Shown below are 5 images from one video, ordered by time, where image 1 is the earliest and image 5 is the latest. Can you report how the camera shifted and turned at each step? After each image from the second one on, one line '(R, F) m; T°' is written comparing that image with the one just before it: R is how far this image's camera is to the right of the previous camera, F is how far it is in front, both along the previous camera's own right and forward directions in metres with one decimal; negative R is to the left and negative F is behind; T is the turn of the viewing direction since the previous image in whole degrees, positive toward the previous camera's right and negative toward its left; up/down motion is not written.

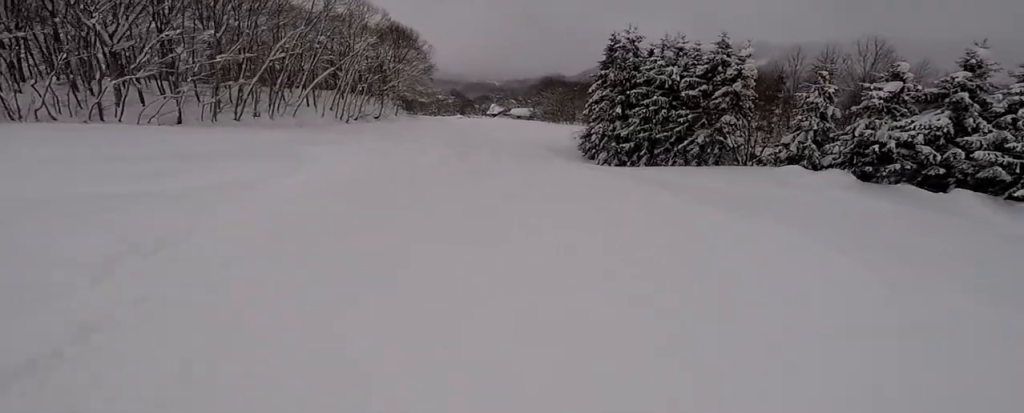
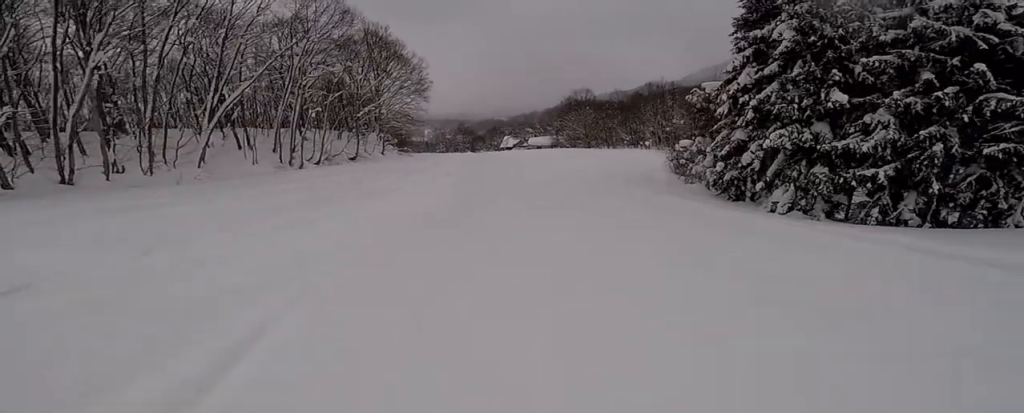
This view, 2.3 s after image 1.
(+1.6, +23.7) m; +7°
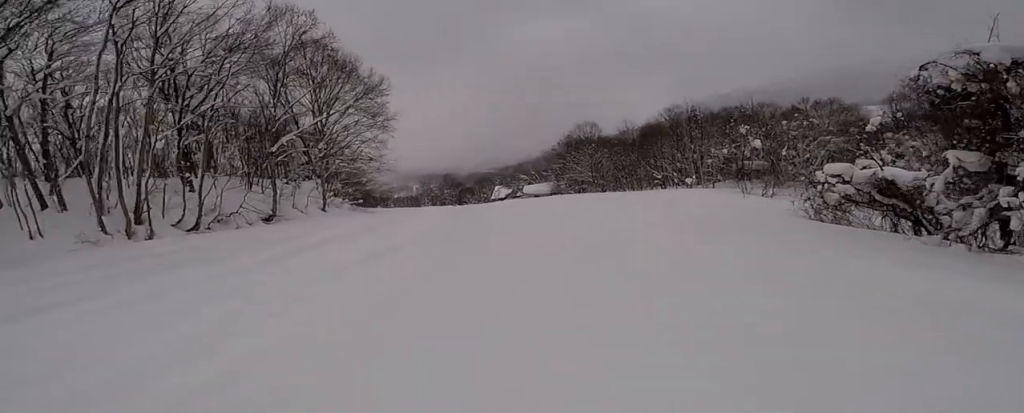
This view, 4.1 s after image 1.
(-2.2, +19.6) m; -1°
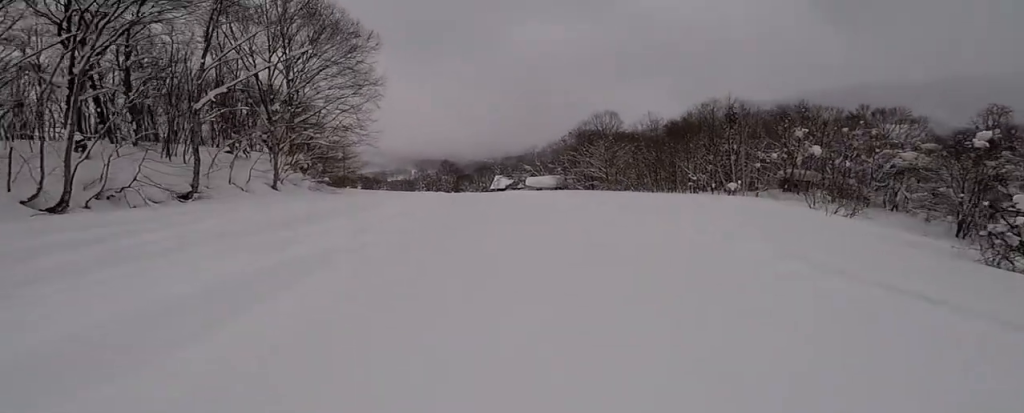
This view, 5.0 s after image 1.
(+0.8, +9.0) m; +2°
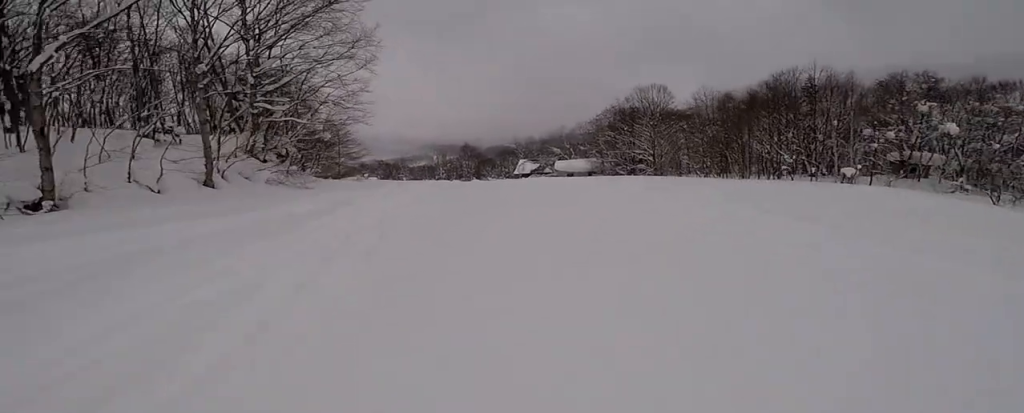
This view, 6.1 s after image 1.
(-0.5, +11.2) m; -3°
